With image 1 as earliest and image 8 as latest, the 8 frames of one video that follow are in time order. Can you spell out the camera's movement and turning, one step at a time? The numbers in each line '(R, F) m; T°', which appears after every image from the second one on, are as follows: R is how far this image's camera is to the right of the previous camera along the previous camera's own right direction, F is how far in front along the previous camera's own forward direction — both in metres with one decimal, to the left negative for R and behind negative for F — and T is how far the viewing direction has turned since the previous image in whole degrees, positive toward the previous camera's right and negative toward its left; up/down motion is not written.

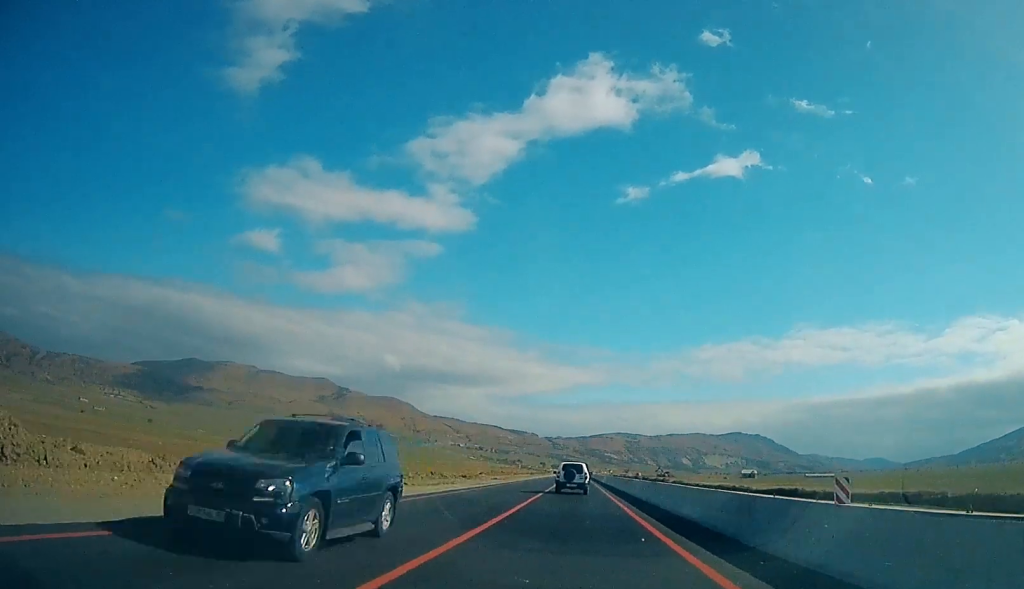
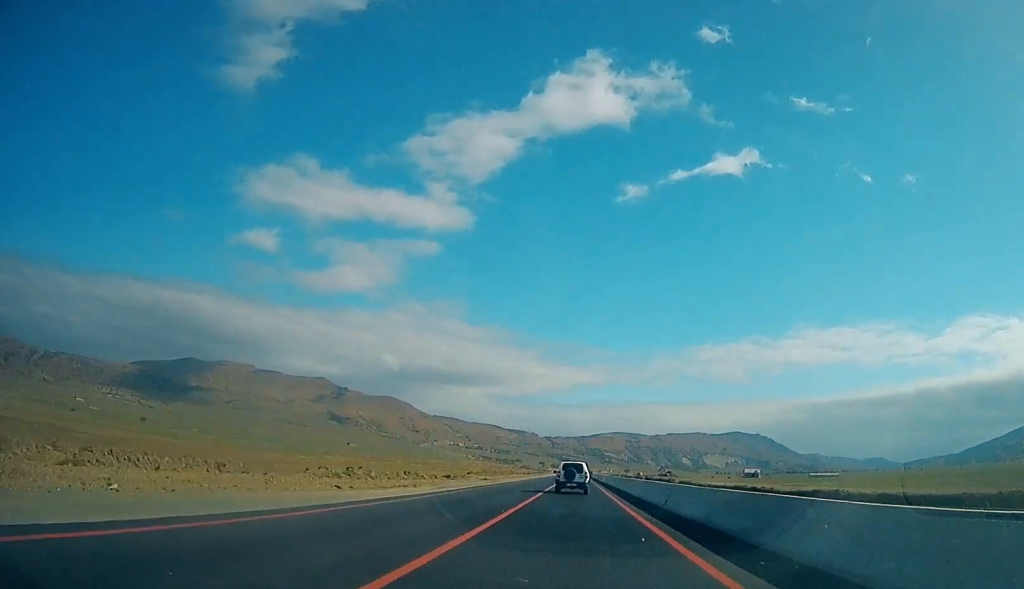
(0.0, +10.8) m; 0°
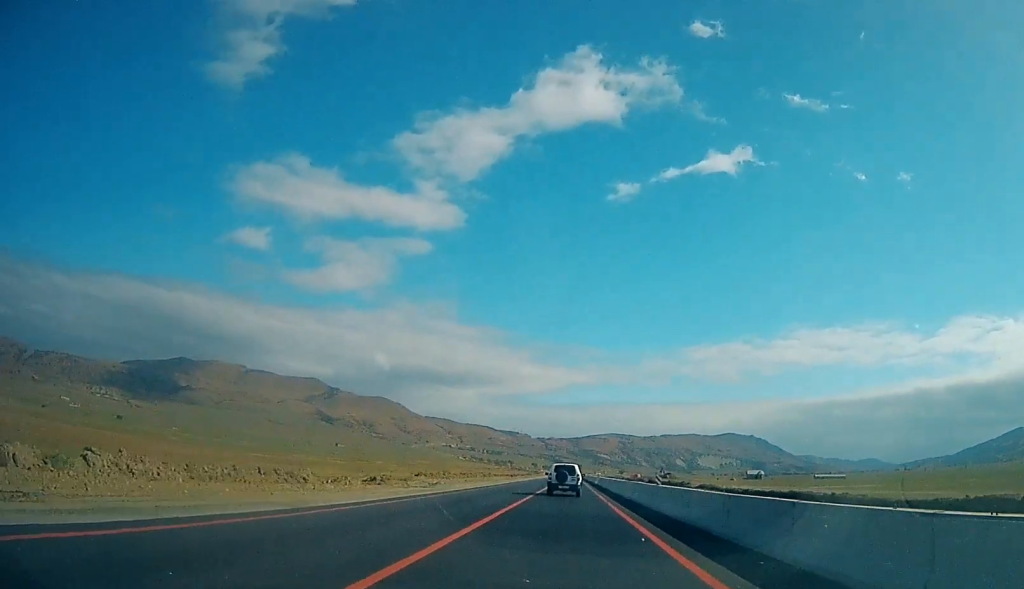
(0.0, +26.3) m; 0°
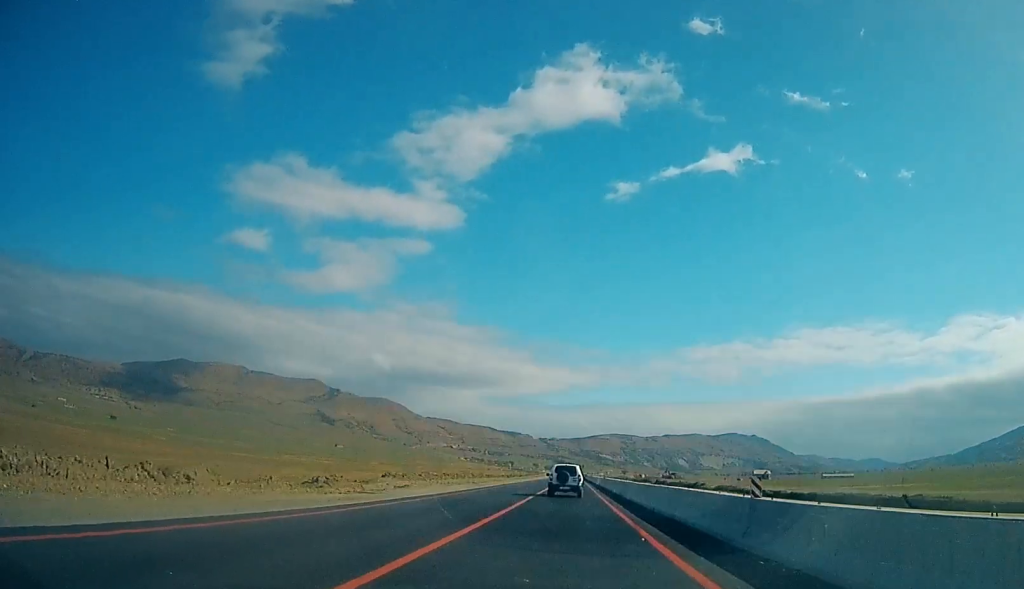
(0.0, +12.3) m; 0°
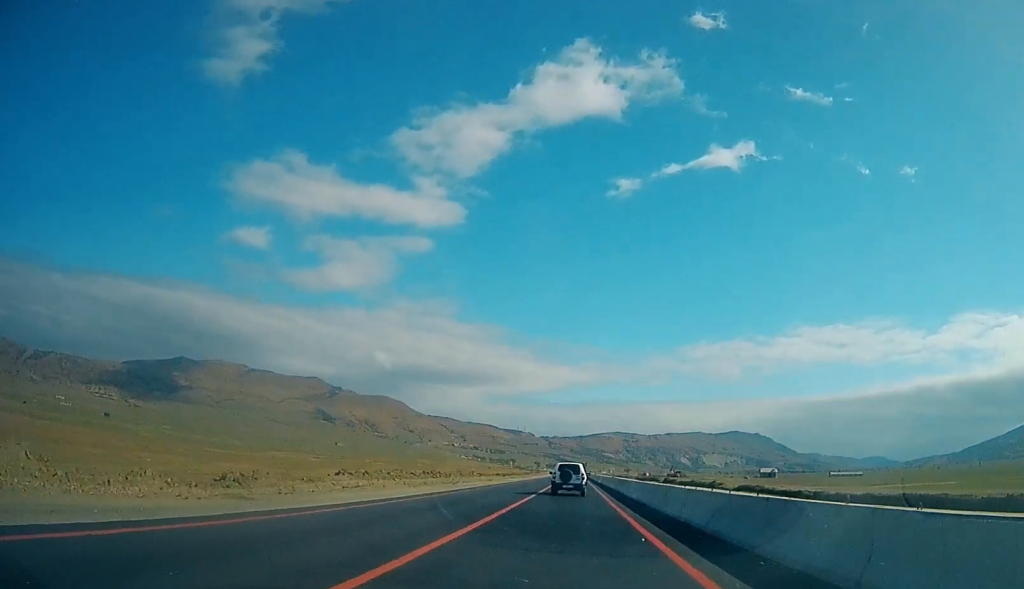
(0.0, +11.0) m; 0°
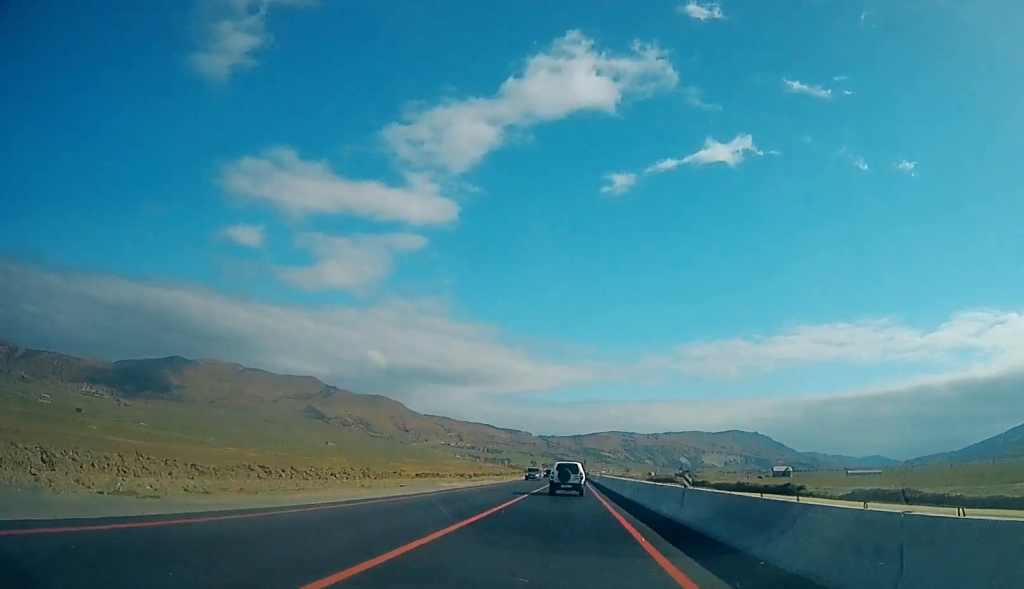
(0.0, +35.9) m; 0°
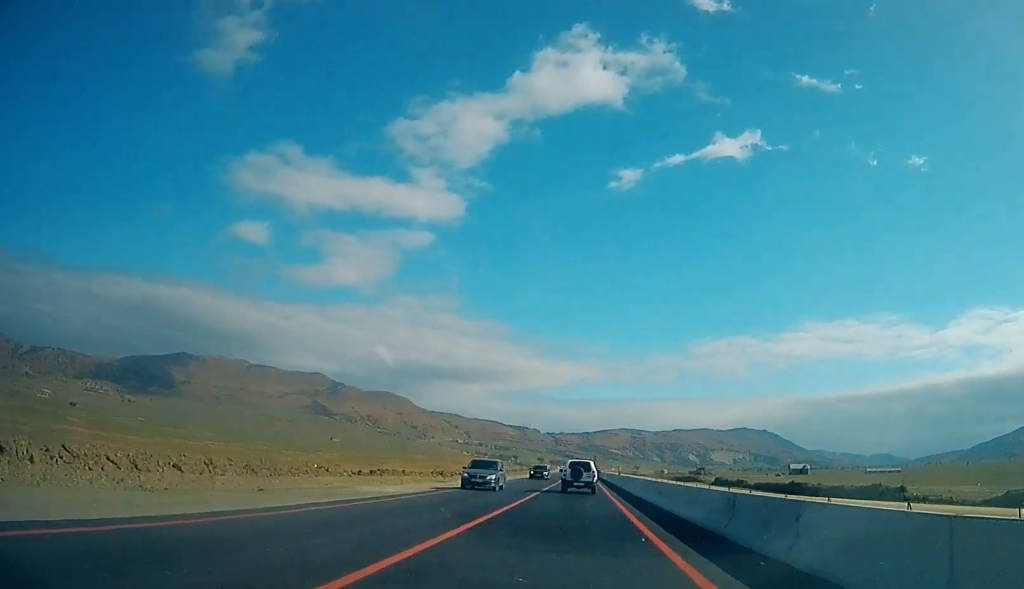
(0.0, +18.3) m; 0°
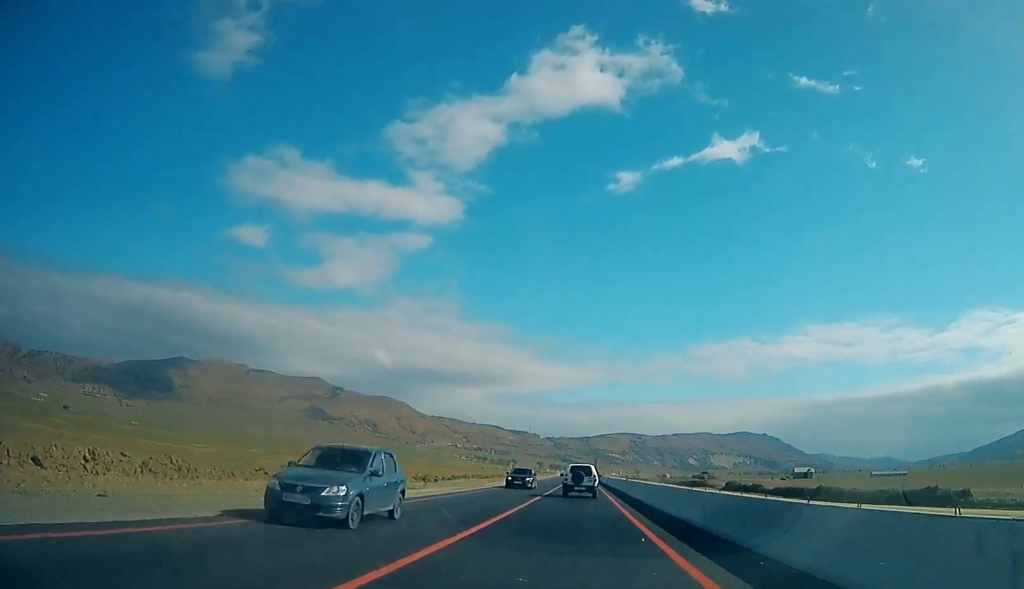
(+0.1, +7.8) m; 0°
